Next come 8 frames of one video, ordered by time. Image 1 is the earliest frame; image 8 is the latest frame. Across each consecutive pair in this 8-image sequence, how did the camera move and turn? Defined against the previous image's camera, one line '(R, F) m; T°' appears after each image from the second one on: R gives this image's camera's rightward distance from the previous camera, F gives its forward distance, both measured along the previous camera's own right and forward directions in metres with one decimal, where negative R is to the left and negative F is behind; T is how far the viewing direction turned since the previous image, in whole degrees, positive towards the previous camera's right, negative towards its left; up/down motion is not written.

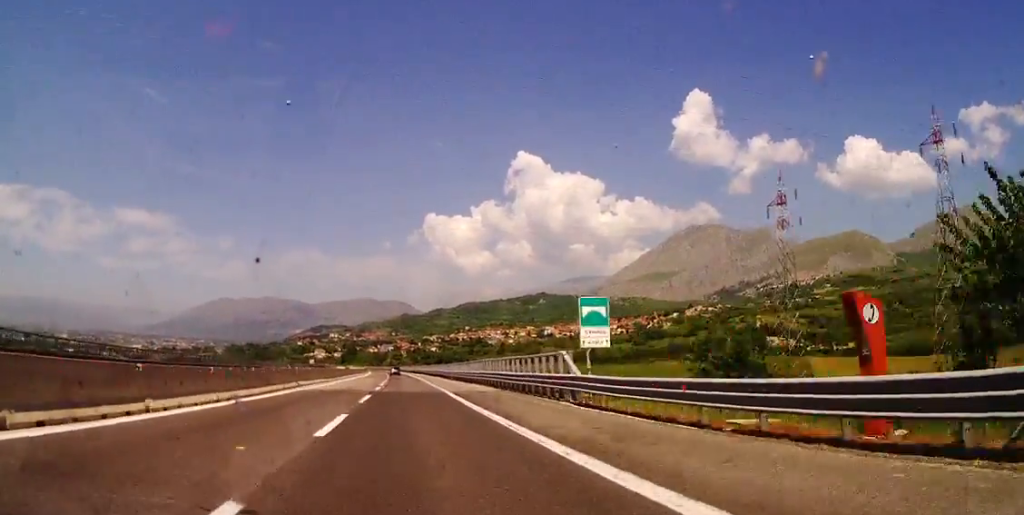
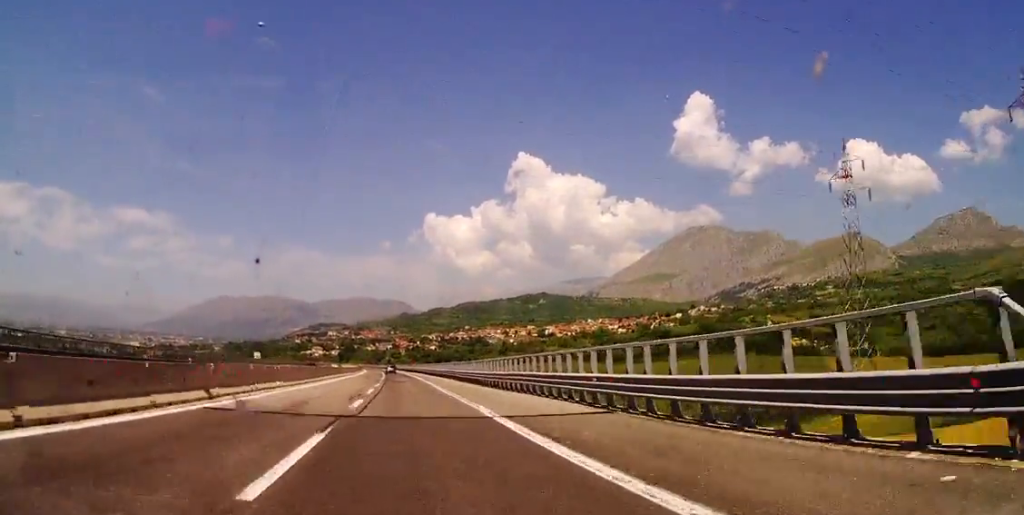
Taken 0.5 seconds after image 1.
(0.0, +18.2) m; 0°
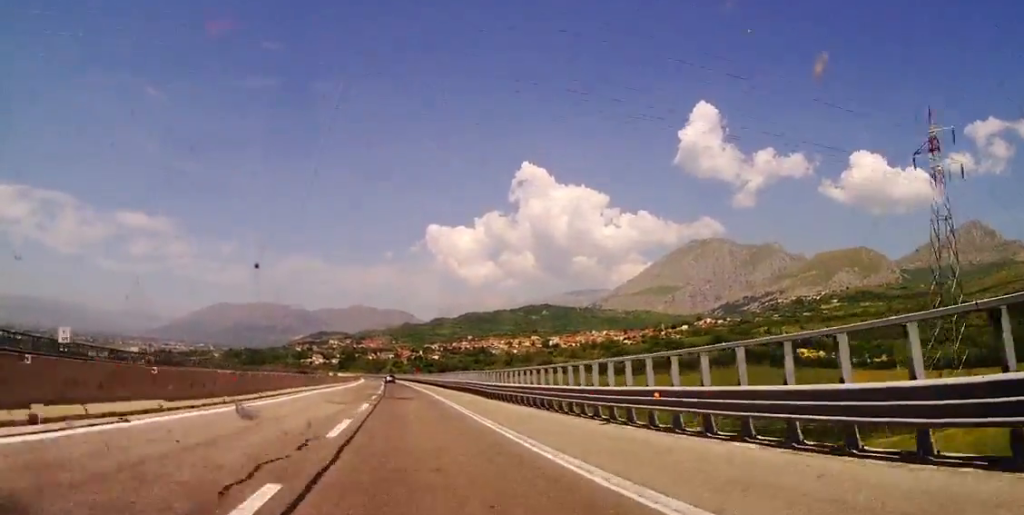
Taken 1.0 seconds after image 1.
(0.0, +18.1) m; 0°
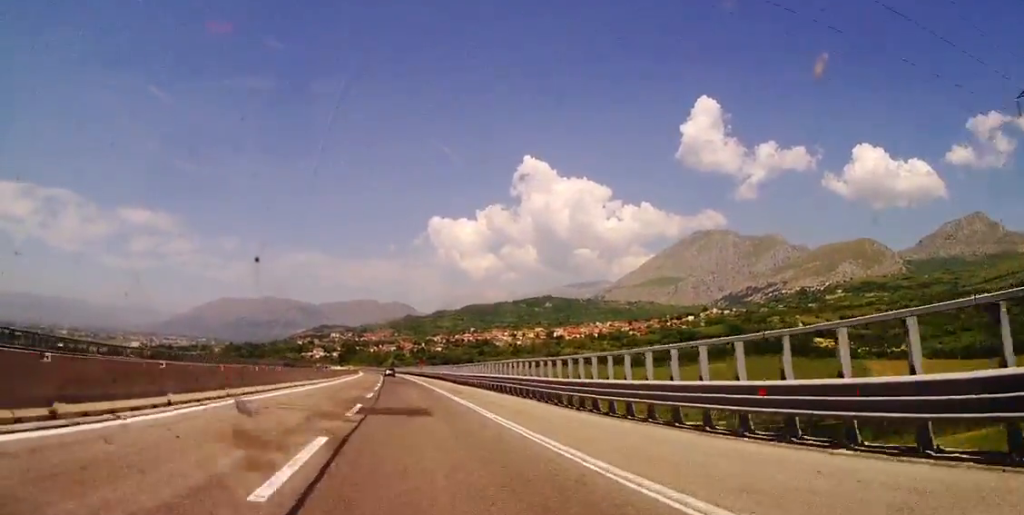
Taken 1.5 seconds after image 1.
(0.0, +18.1) m; +1°
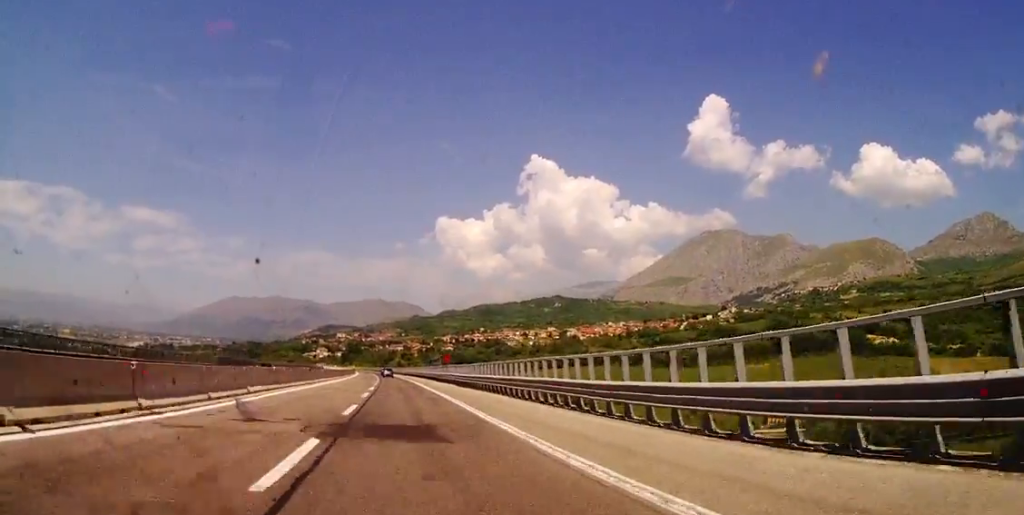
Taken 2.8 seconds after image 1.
(+0.9, +45.5) m; 0°
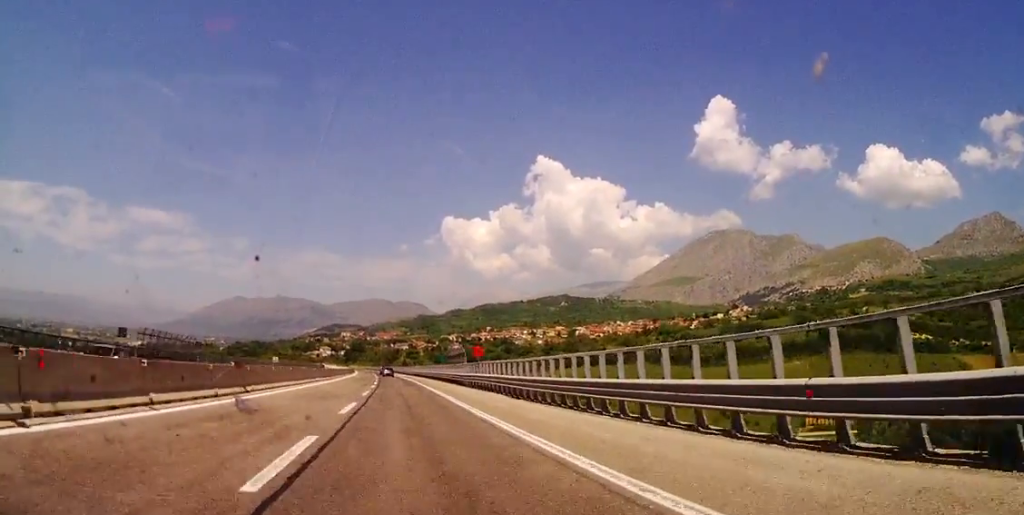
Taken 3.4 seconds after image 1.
(0.0, +23.8) m; -1°
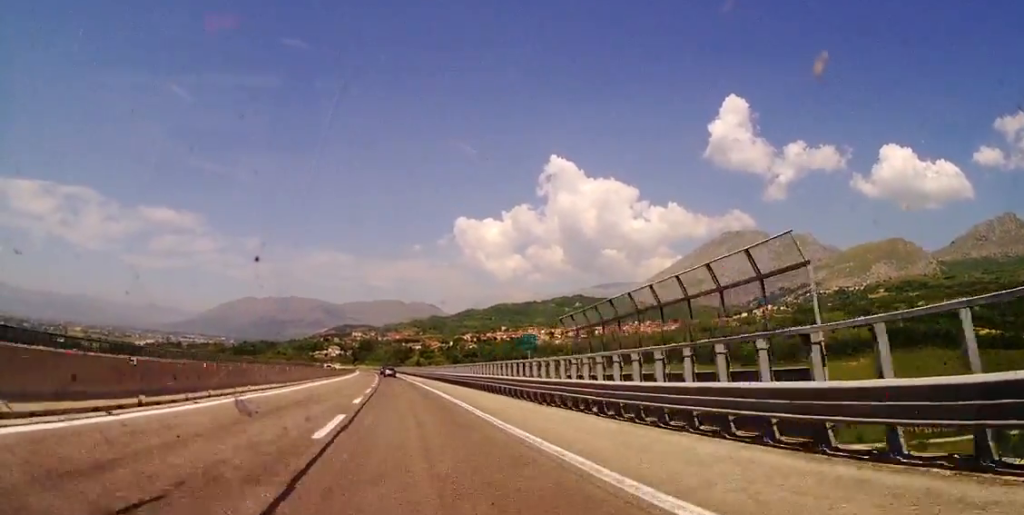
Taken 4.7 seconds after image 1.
(-1.1, +43.9) m; -1°
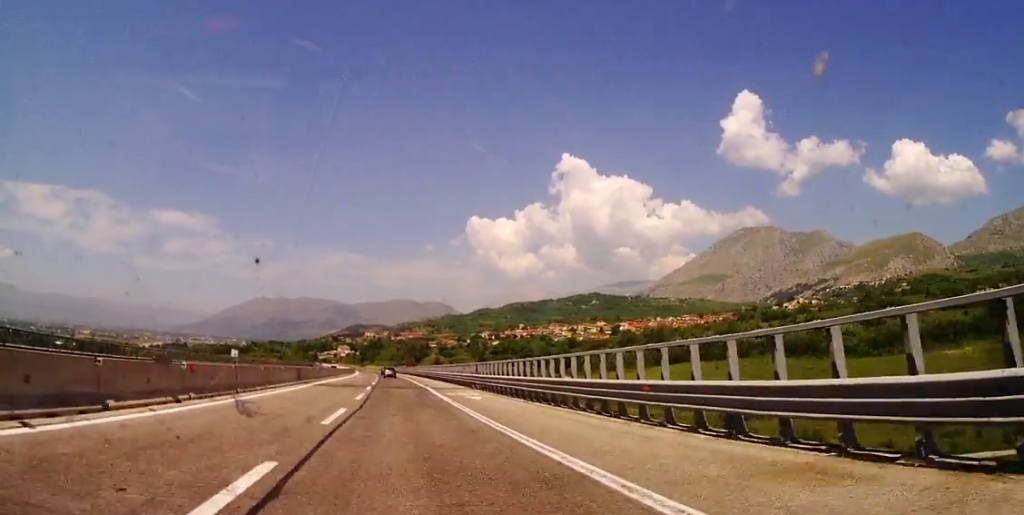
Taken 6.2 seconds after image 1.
(-0.2, +56.1) m; -2°
